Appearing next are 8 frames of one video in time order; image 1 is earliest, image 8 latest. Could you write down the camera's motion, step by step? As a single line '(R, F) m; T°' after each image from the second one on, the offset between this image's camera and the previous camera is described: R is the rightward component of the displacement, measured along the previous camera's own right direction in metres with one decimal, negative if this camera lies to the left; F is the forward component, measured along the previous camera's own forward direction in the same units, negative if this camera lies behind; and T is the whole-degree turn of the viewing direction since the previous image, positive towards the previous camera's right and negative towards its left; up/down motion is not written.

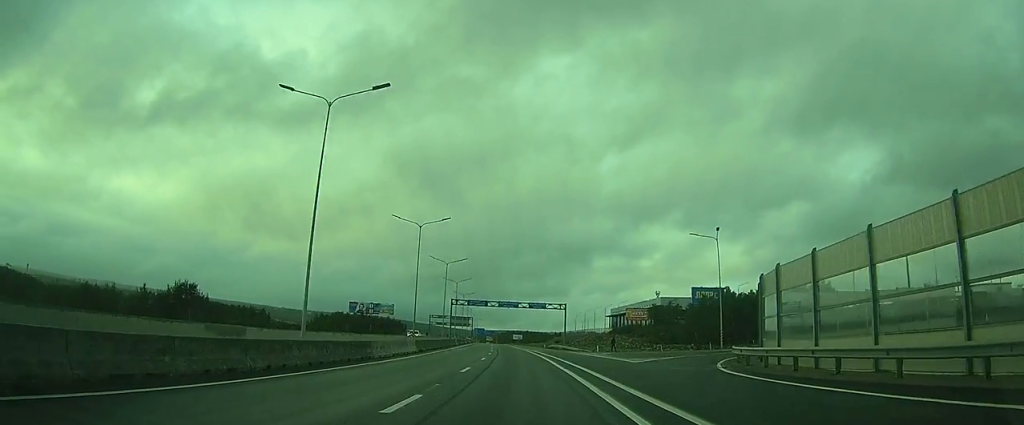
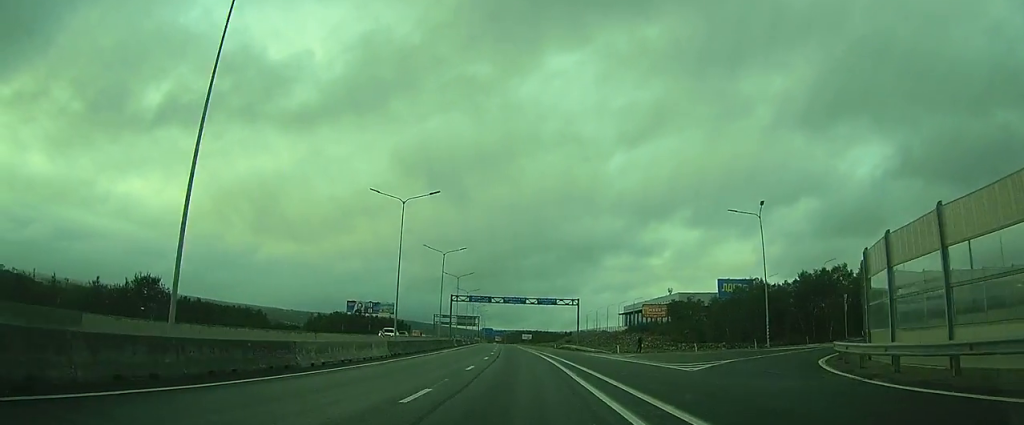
(-0.5, +10.8) m; -2°
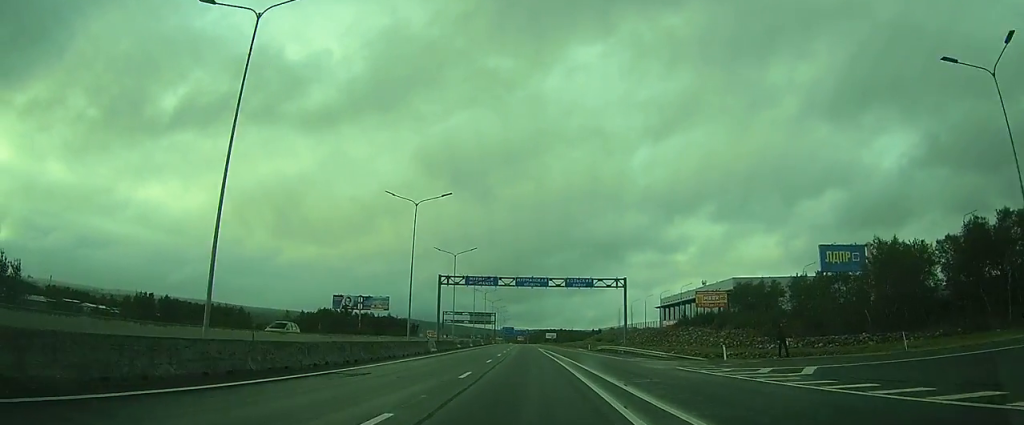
(-0.8, +29.9) m; -2°
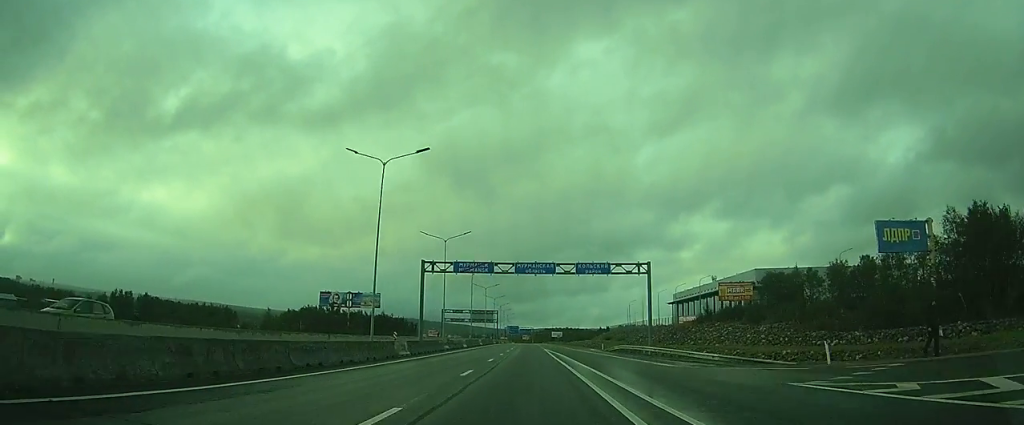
(0.0, +11.9) m; 0°
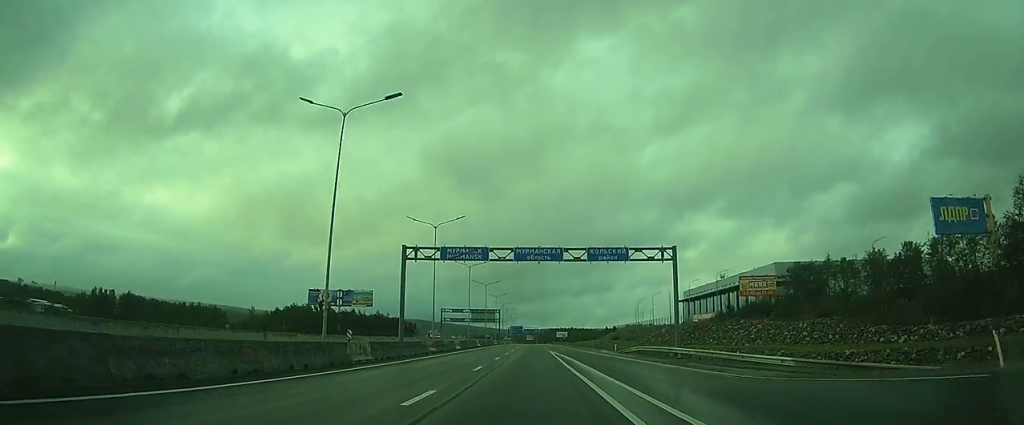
(0.0, +8.9) m; 0°
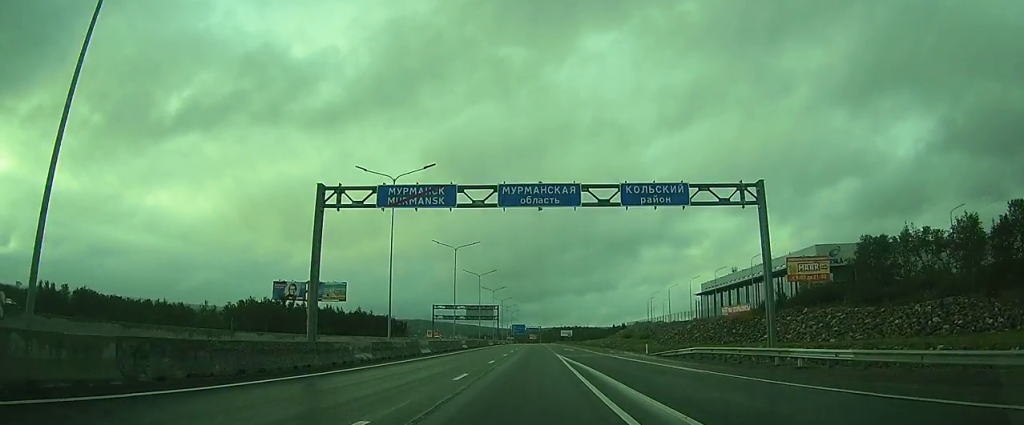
(0.0, +18.0) m; 0°
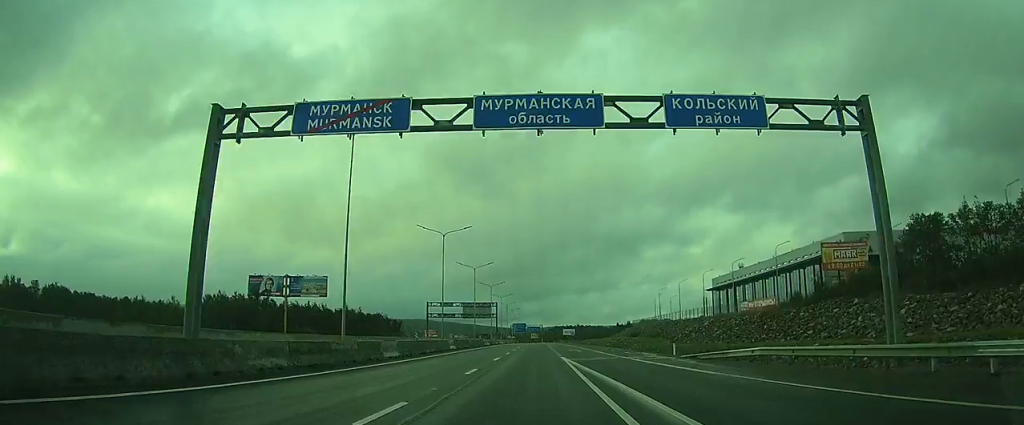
(0.0, +9.8) m; 0°
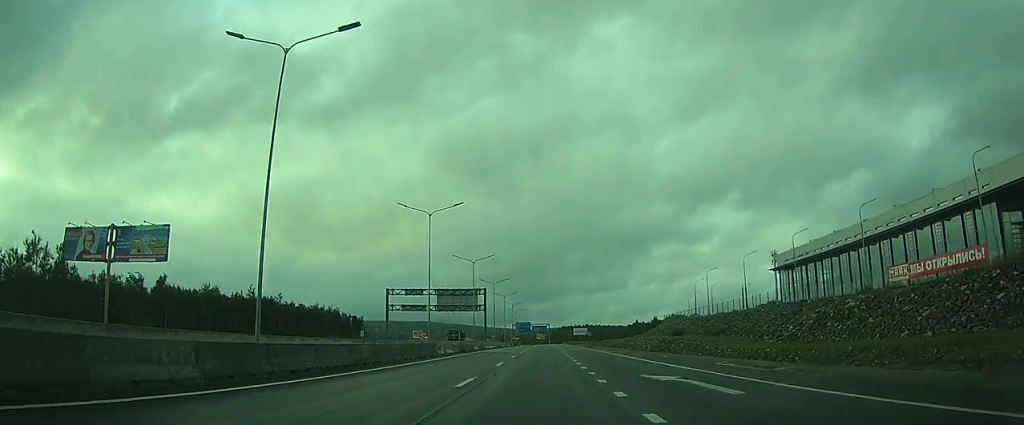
(0.0, +42.9) m; 0°
